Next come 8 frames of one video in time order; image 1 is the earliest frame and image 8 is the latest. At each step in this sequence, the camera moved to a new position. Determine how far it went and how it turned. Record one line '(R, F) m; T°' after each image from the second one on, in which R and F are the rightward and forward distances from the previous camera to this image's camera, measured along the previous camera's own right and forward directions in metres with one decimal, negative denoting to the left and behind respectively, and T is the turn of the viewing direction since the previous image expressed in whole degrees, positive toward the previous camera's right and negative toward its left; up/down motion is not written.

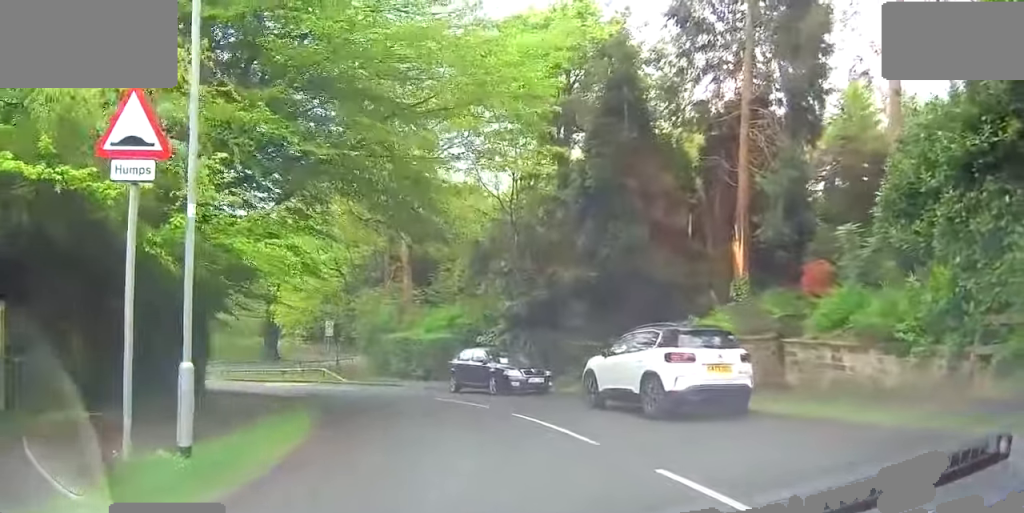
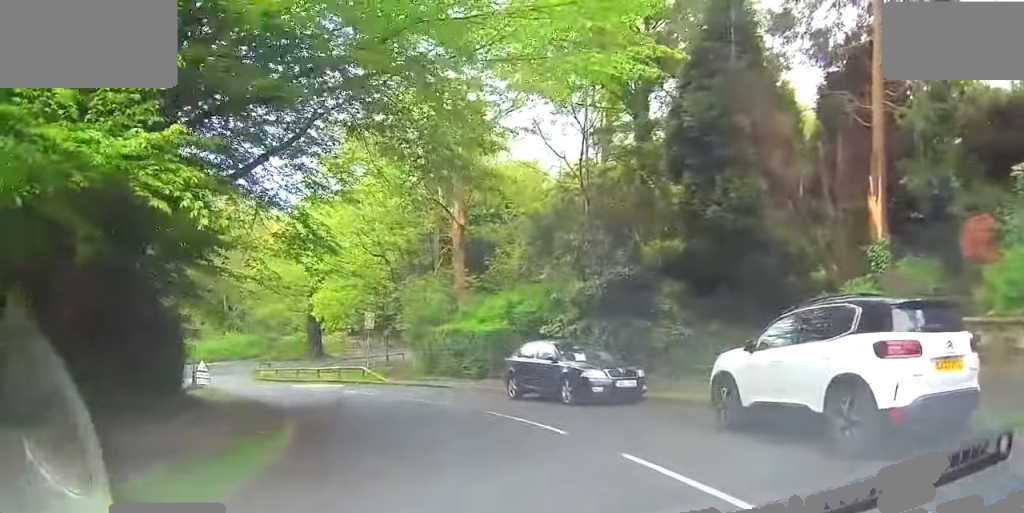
(+0.4, +5.4) m; -6°
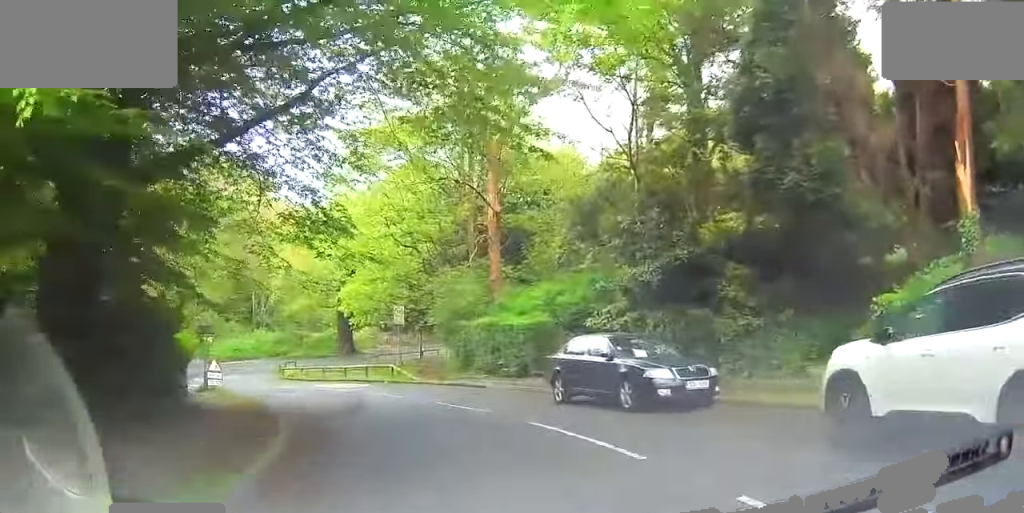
(-0.2, +2.5) m; -11°
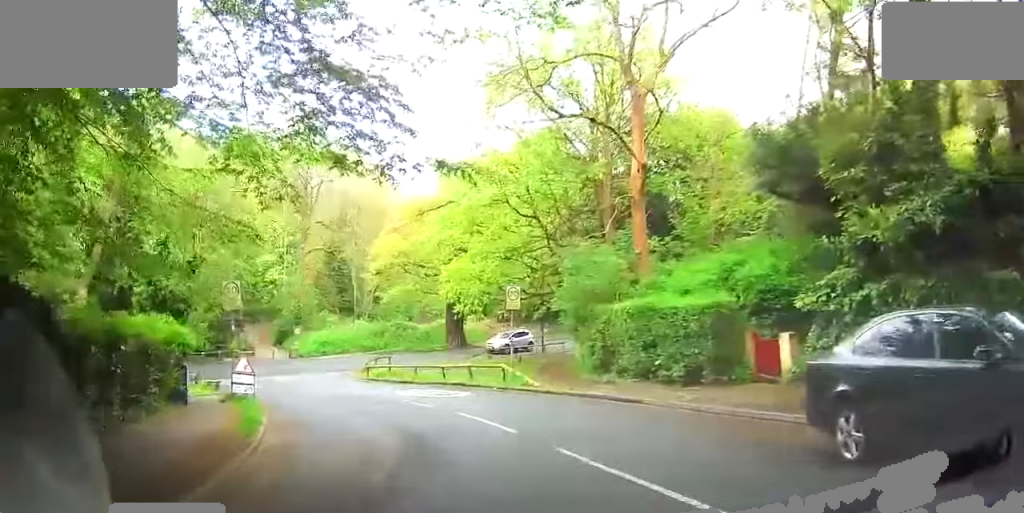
(-0.6, +8.2) m; -8°
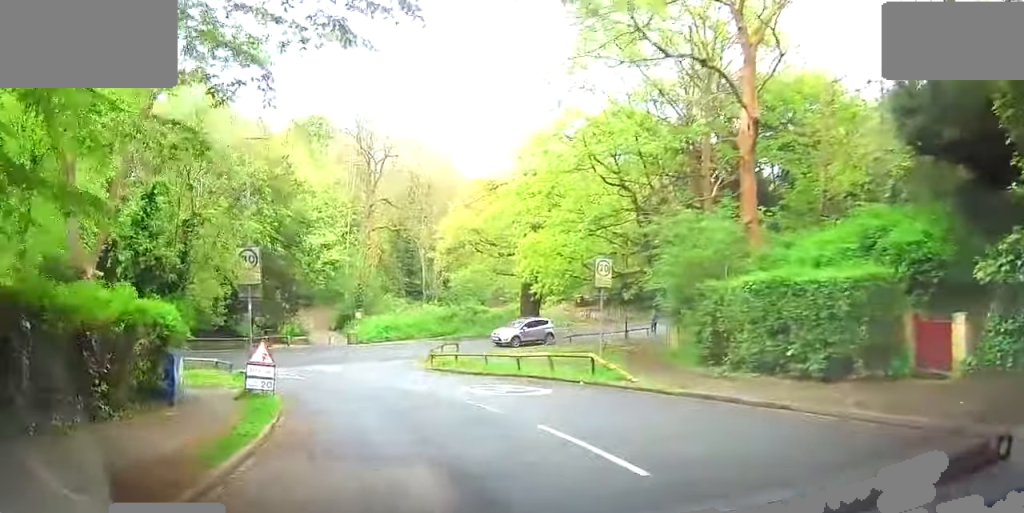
(-0.5, +4.2) m; -6°
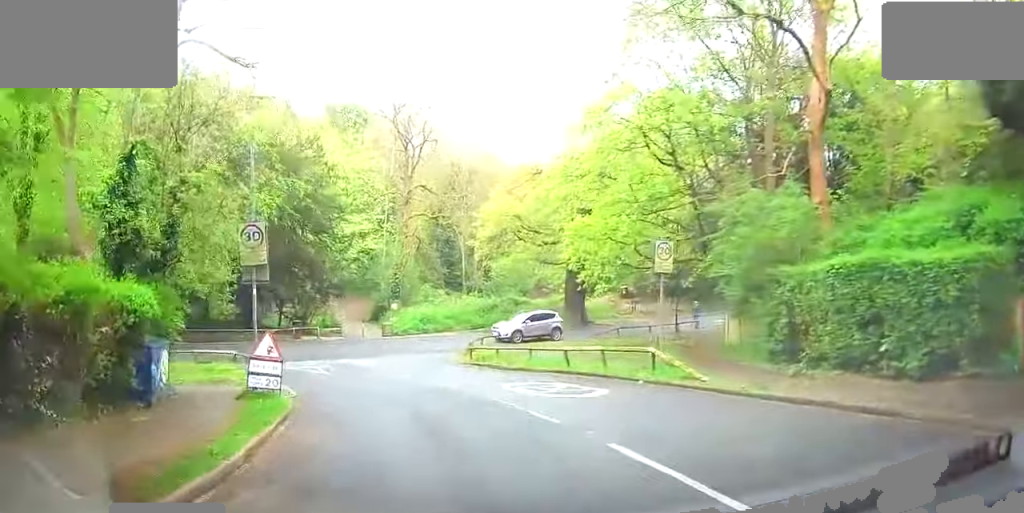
(-0.2, +2.3) m; -1°
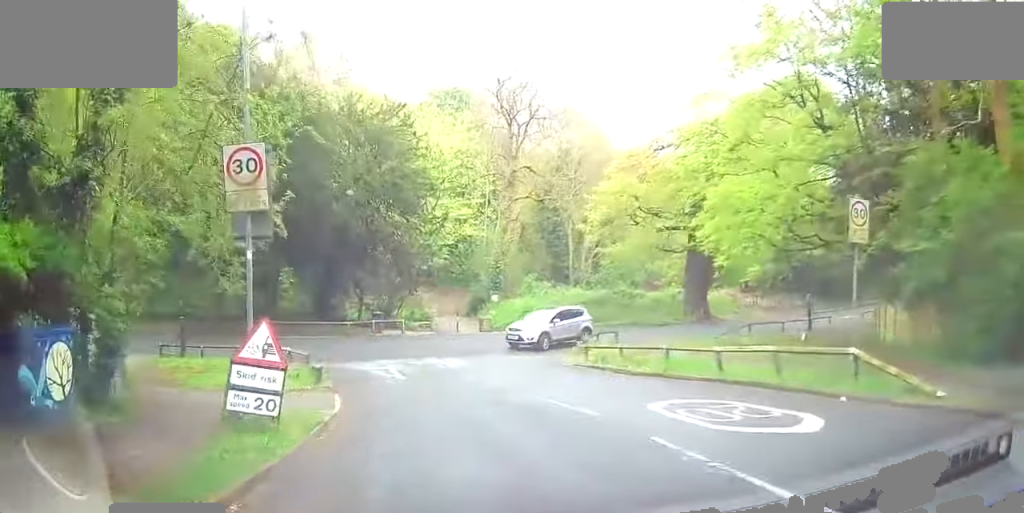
(+0.7, +5.5) m; +7°
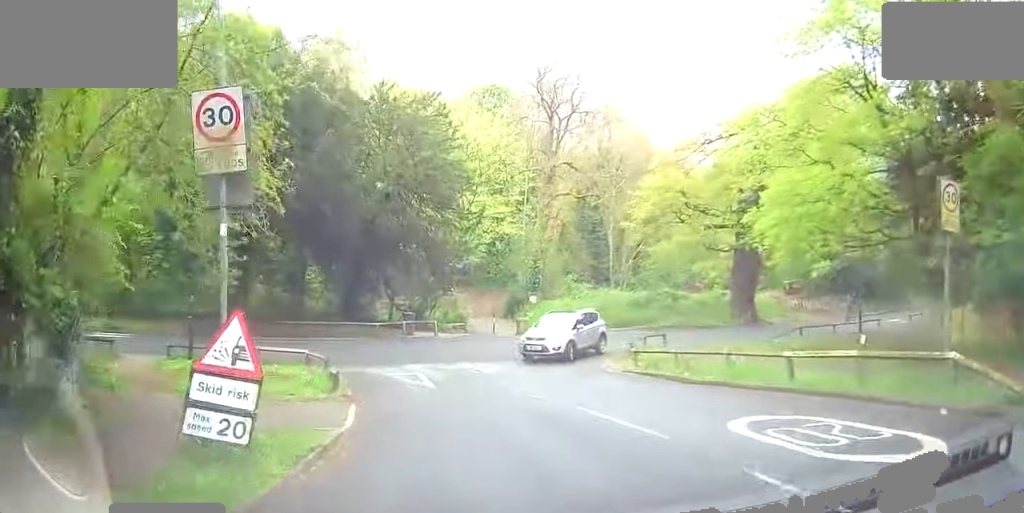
(0.0, +2.2) m; 0°
